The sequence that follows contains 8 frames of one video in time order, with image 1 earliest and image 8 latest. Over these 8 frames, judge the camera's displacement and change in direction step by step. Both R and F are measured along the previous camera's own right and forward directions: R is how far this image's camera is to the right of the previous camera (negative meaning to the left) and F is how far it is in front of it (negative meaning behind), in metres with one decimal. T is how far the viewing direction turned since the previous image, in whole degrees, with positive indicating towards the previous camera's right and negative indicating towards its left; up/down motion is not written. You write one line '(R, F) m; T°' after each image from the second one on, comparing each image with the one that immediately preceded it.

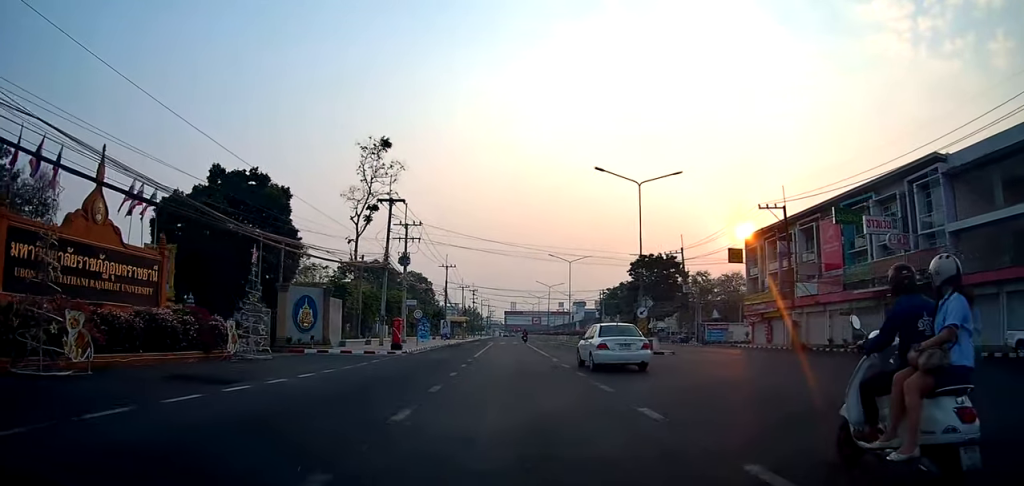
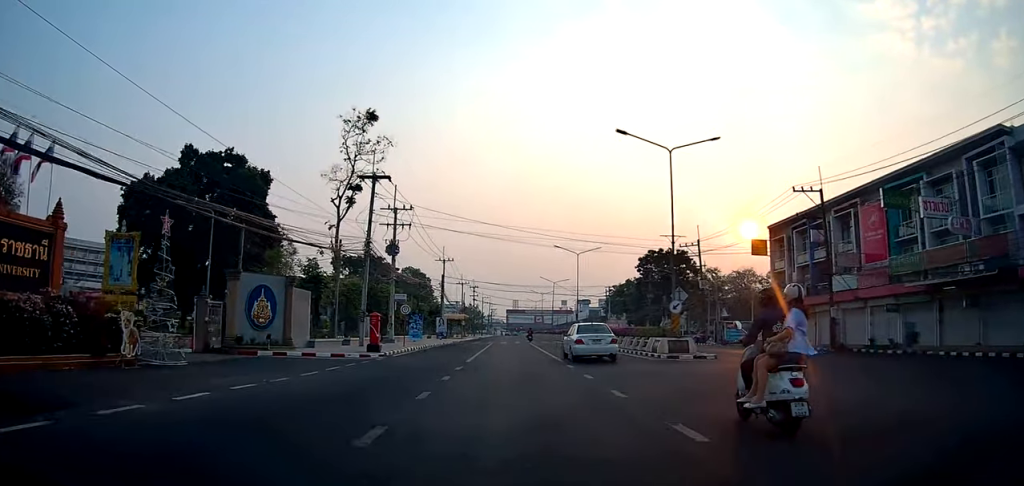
(0.0, +5.8) m; +1°
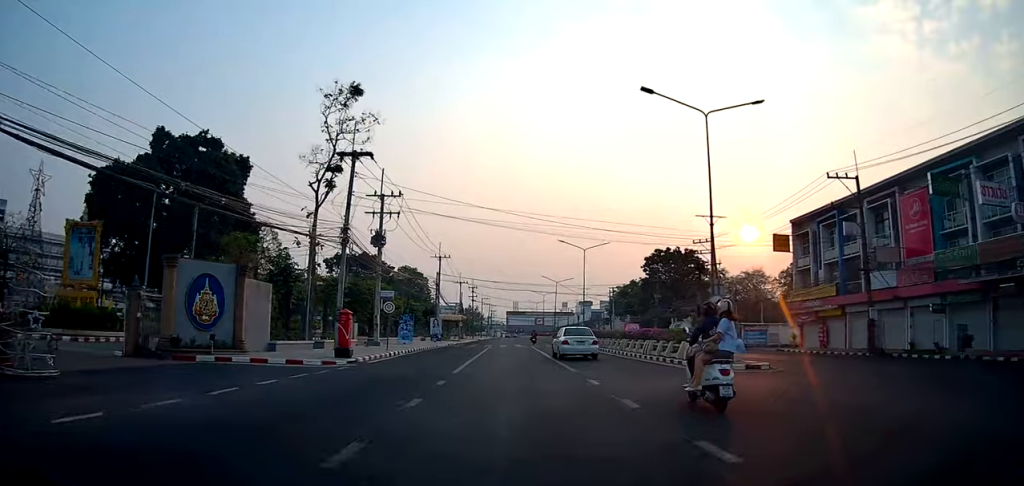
(+0.1, +5.0) m; 0°
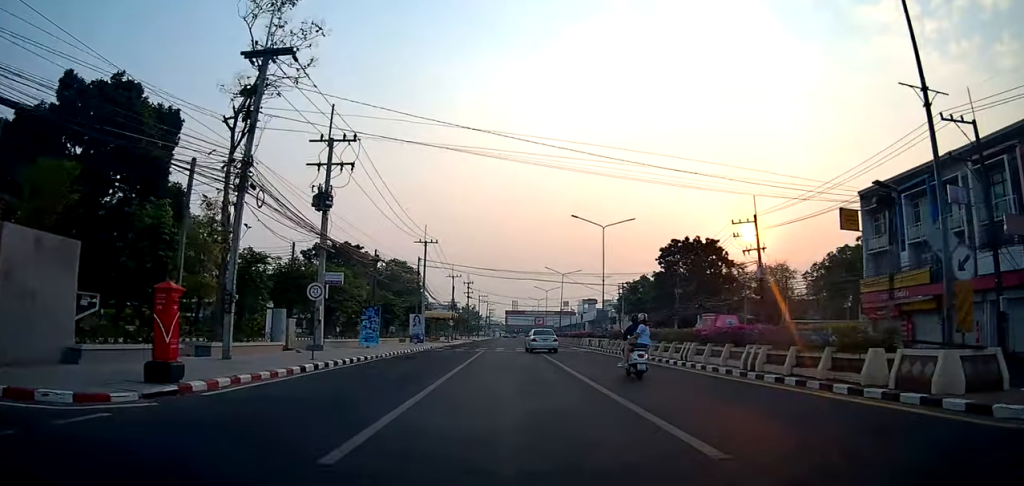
(0.0, +12.0) m; -1°
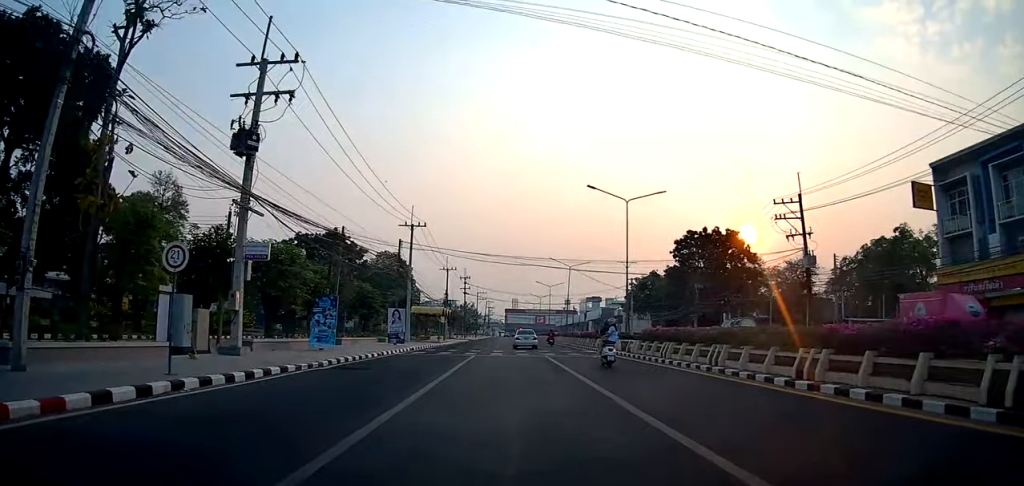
(-0.1, +8.7) m; -1°
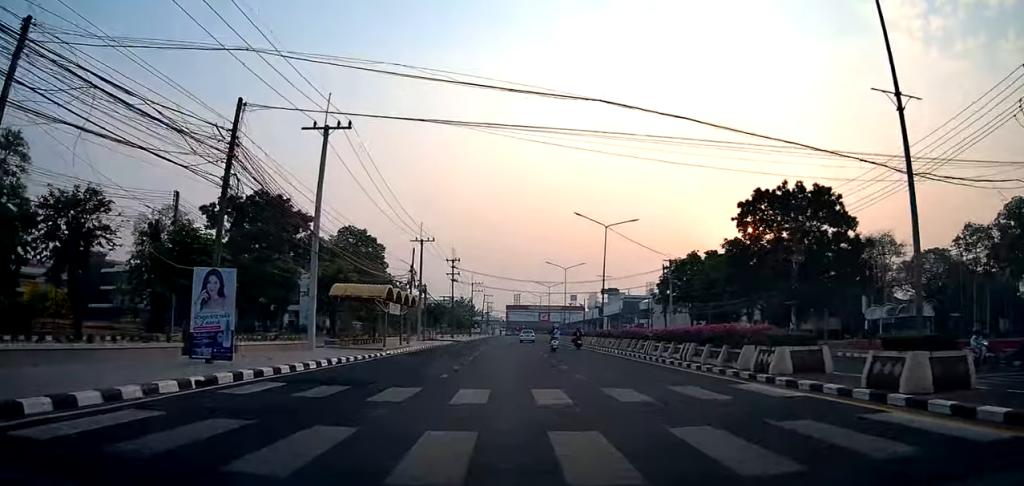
(+0.8, +25.5) m; +2°
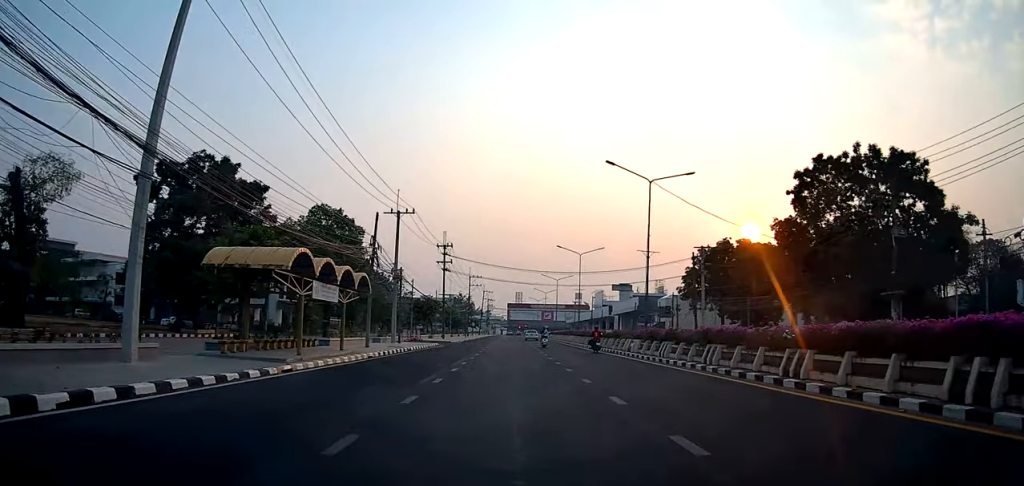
(-0.5, +13.3) m; -1°
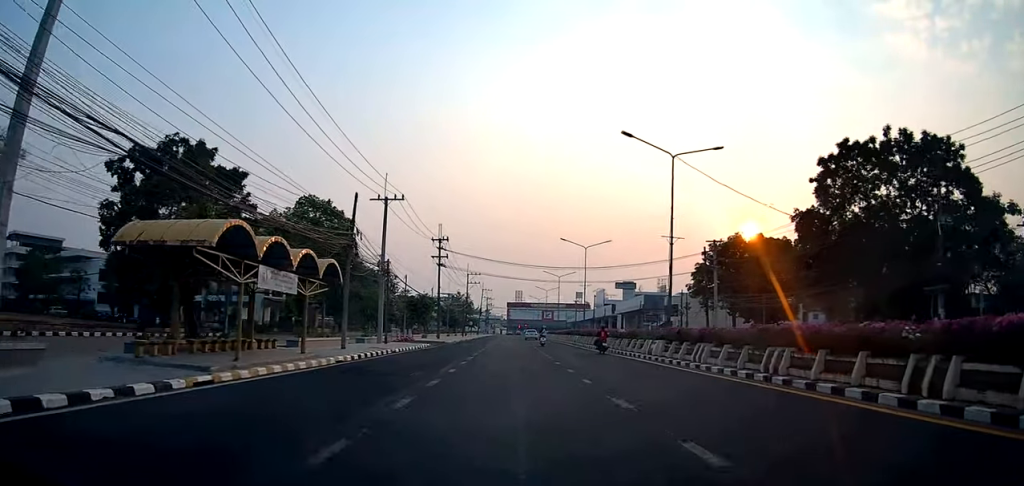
(0.0, +4.4) m; 0°
